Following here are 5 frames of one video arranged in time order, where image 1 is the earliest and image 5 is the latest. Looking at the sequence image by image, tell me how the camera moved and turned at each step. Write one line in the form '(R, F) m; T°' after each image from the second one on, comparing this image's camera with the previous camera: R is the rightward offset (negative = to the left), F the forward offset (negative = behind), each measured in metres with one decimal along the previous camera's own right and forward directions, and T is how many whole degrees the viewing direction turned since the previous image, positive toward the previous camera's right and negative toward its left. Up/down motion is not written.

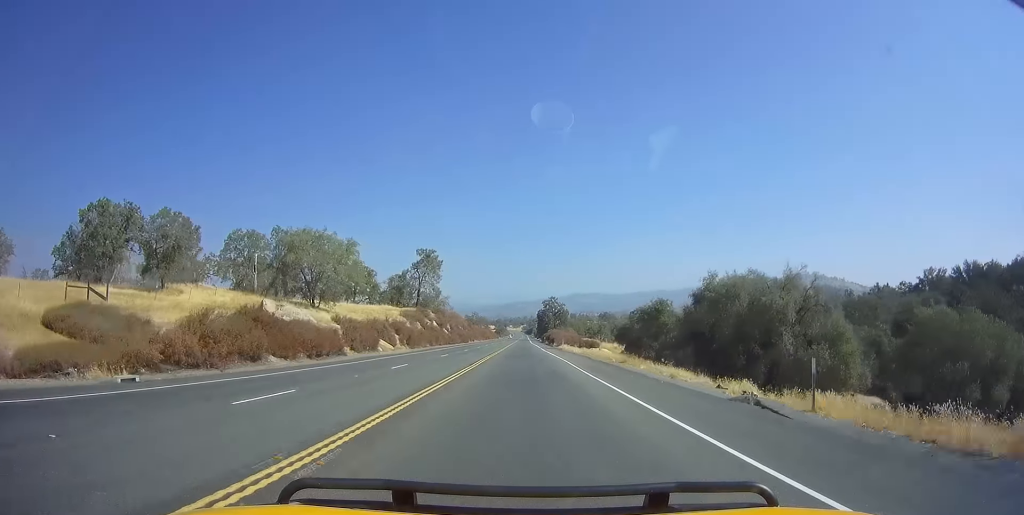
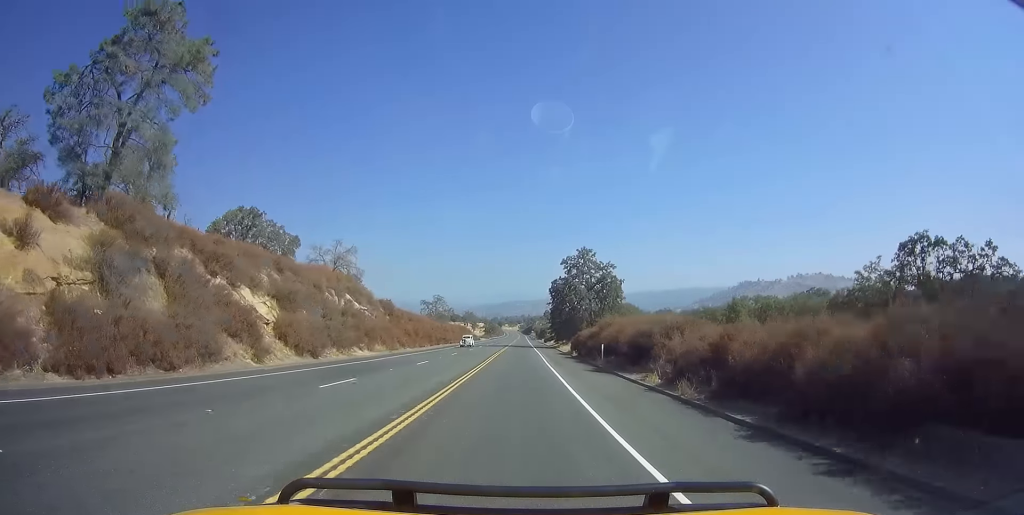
(+1.6, +97.3) m; 0°
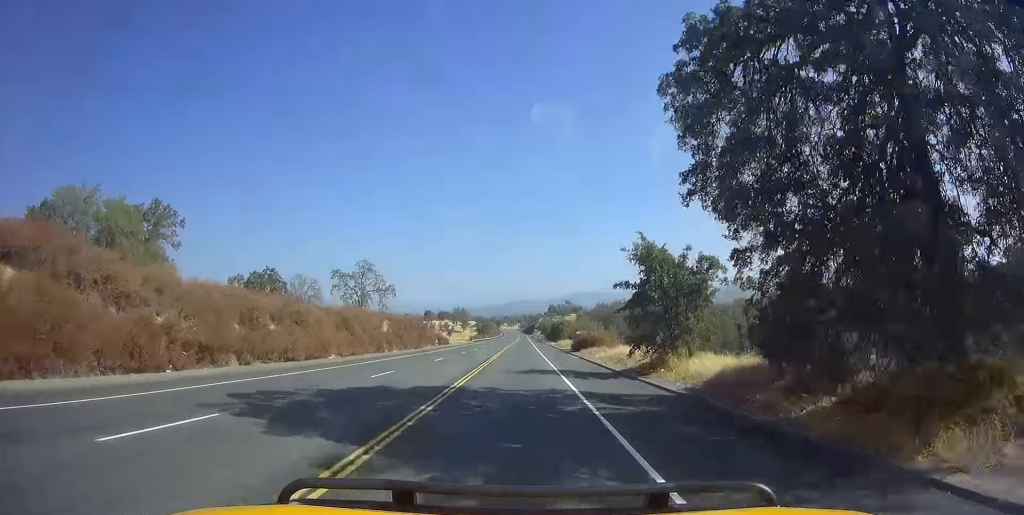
(+1.4, +67.5) m; +1°
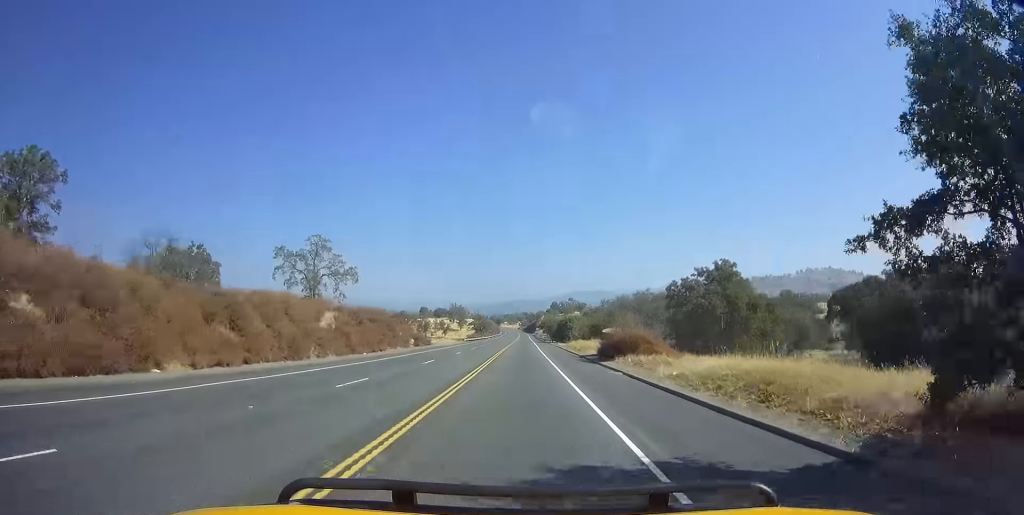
(-0.3, +18.9) m; -1°
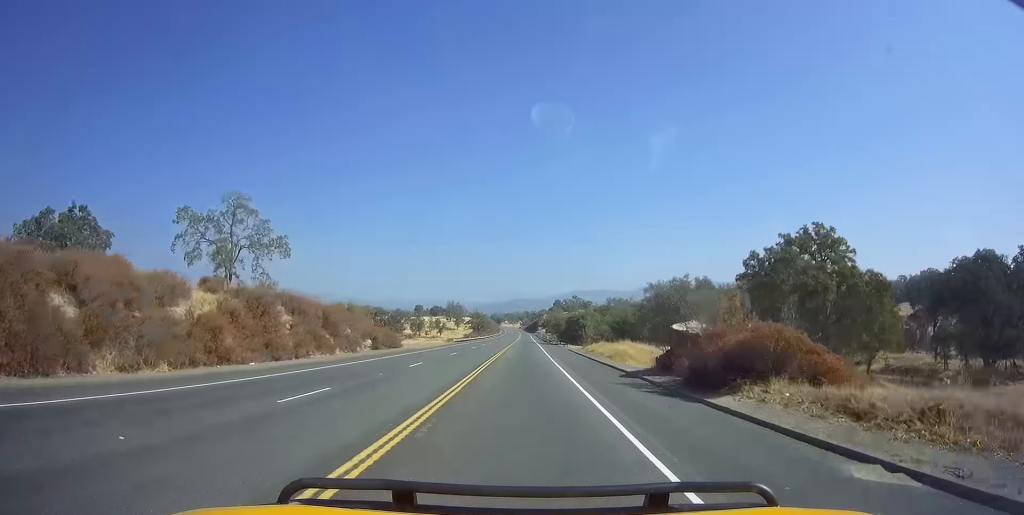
(0.0, +18.8) m; 0°
